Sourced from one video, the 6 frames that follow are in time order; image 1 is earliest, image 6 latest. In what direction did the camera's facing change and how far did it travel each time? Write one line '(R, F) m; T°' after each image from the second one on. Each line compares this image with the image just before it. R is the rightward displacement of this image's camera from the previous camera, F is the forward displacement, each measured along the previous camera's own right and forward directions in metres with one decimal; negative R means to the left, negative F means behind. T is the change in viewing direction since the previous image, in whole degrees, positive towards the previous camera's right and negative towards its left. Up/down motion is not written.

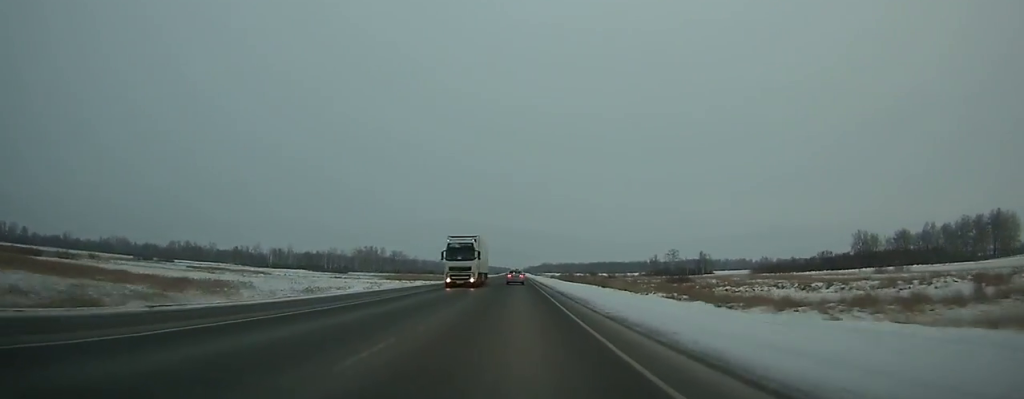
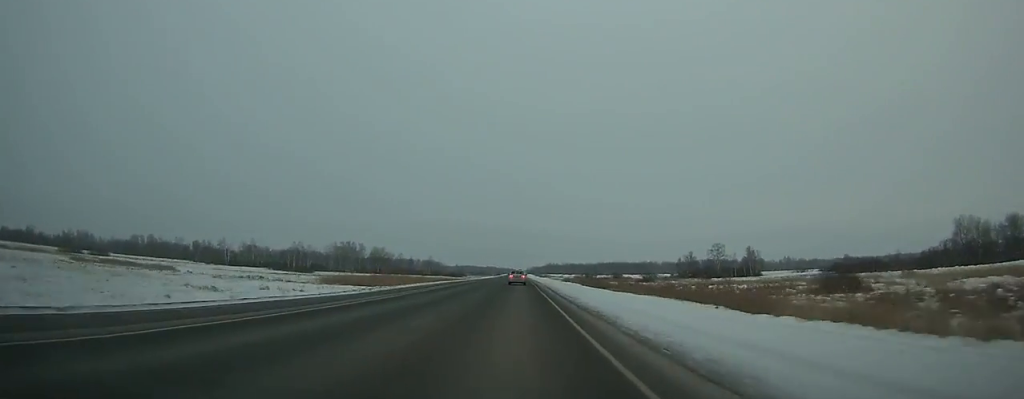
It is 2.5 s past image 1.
(+0.1, +66.6) m; 0°
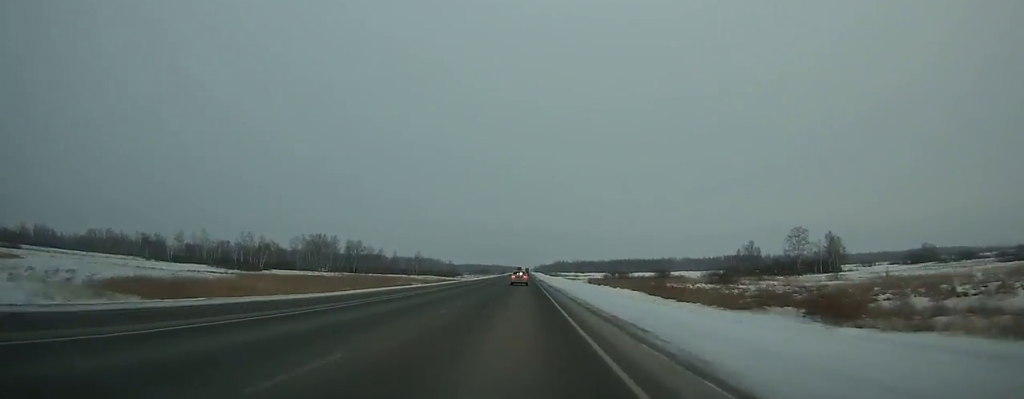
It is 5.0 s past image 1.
(-0.3, +67.1) m; 0°
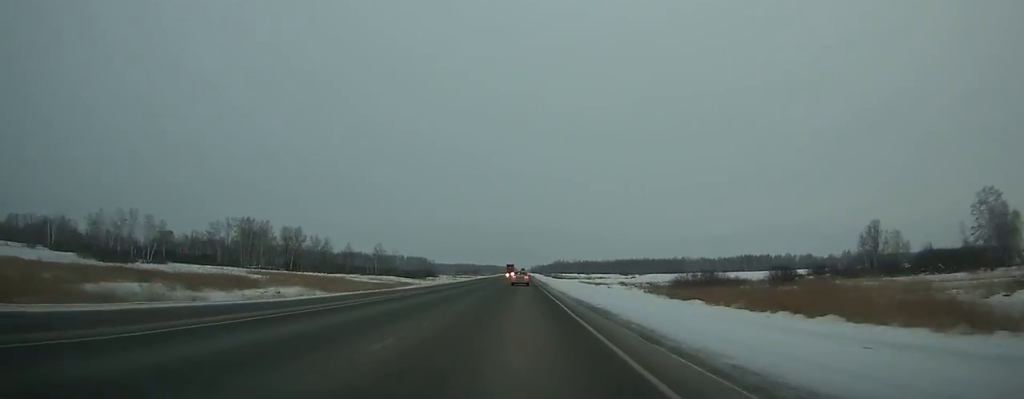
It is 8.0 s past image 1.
(-0.1, +81.1) m; 0°
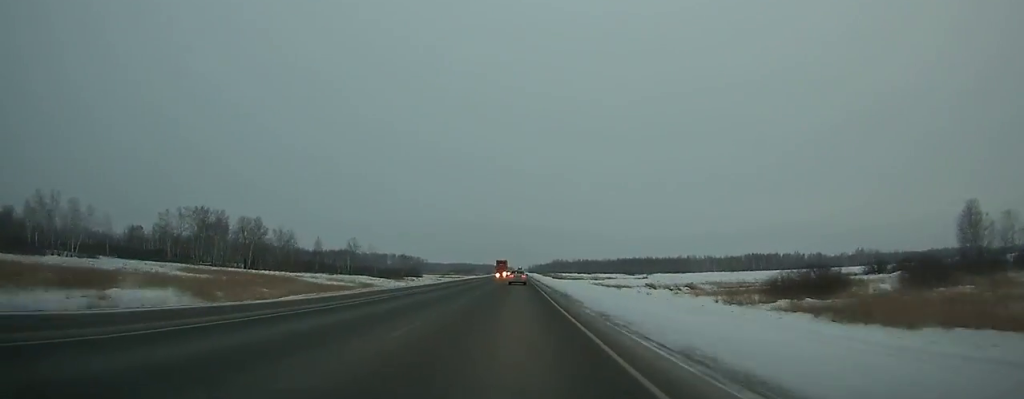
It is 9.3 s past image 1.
(0.0, +35.3) m; 0°
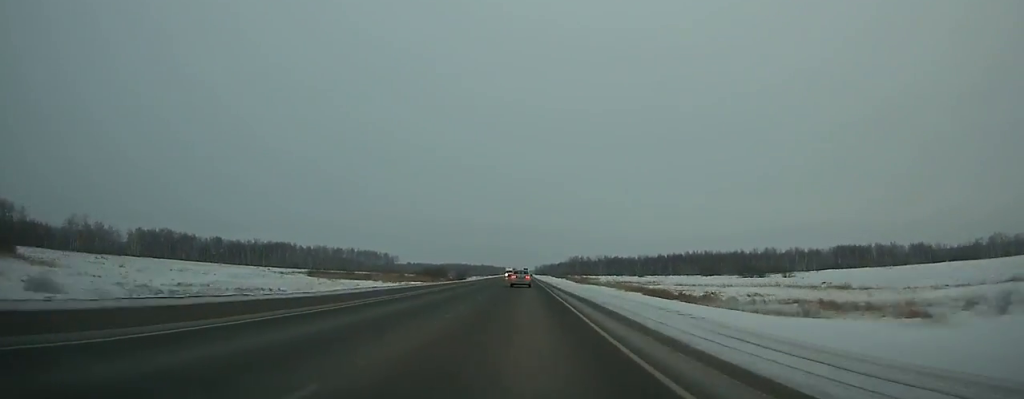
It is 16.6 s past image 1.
(+0.6, +197.9) m; 0°
